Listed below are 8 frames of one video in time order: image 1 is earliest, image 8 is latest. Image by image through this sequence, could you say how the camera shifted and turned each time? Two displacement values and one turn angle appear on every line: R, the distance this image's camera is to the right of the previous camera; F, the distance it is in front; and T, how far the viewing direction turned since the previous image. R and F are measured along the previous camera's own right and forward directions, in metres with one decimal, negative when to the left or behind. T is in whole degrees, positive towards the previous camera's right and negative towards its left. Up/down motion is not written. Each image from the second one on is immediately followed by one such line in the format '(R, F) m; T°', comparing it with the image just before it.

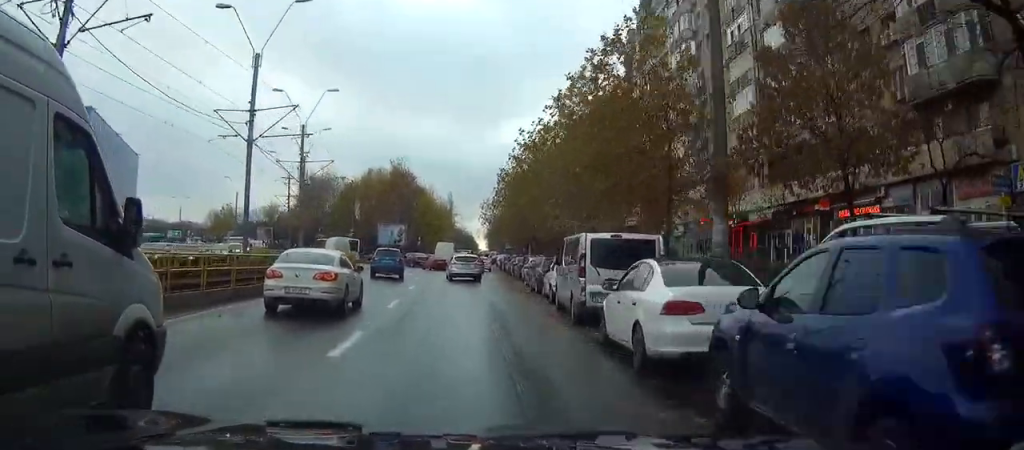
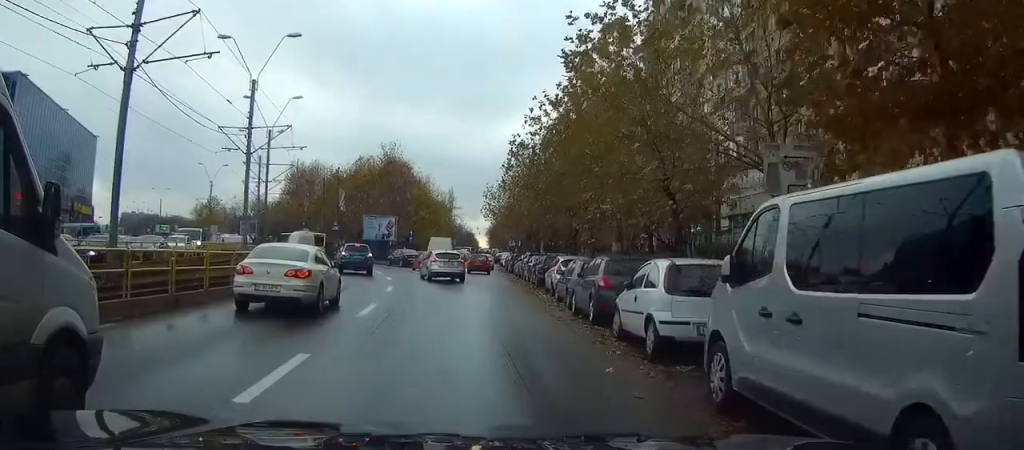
(0.0, +11.7) m; +2°
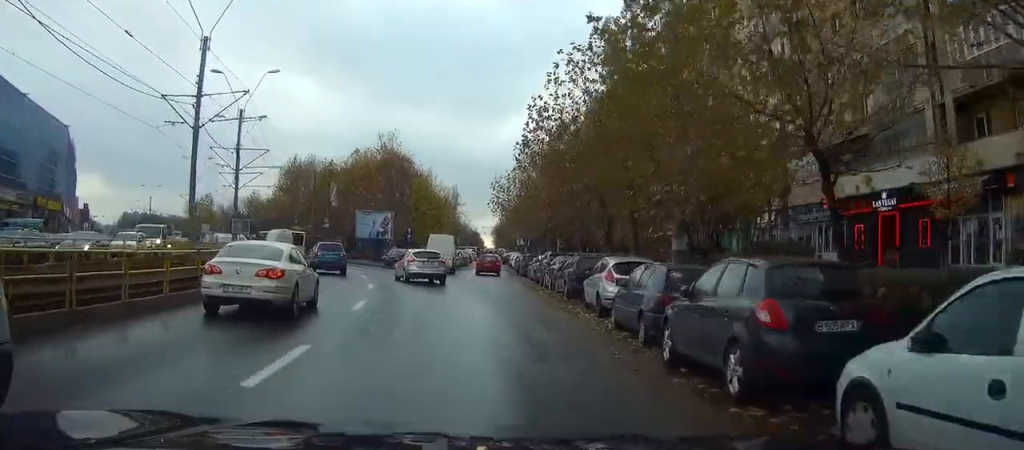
(+0.3, +8.0) m; 0°
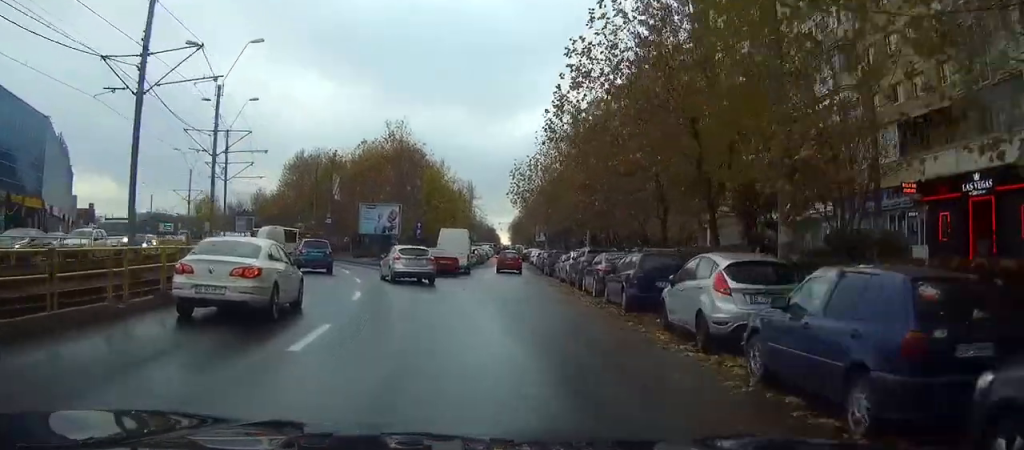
(-0.1, +6.7) m; -1°
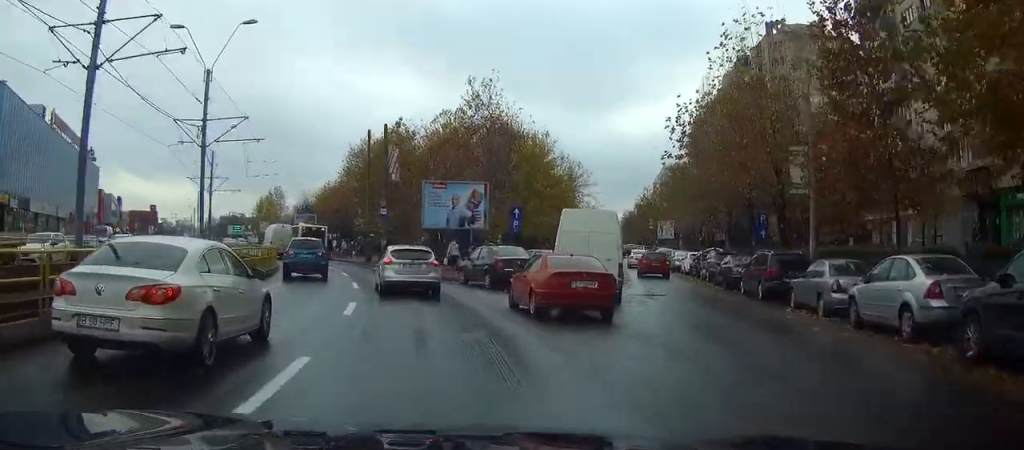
(-0.9, +21.6) m; -6°
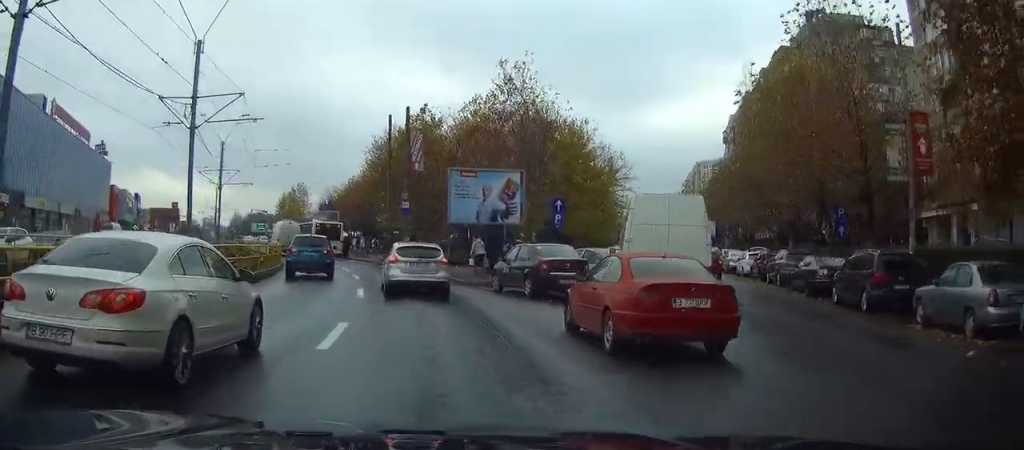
(-0.1, +5.3) m; -3°
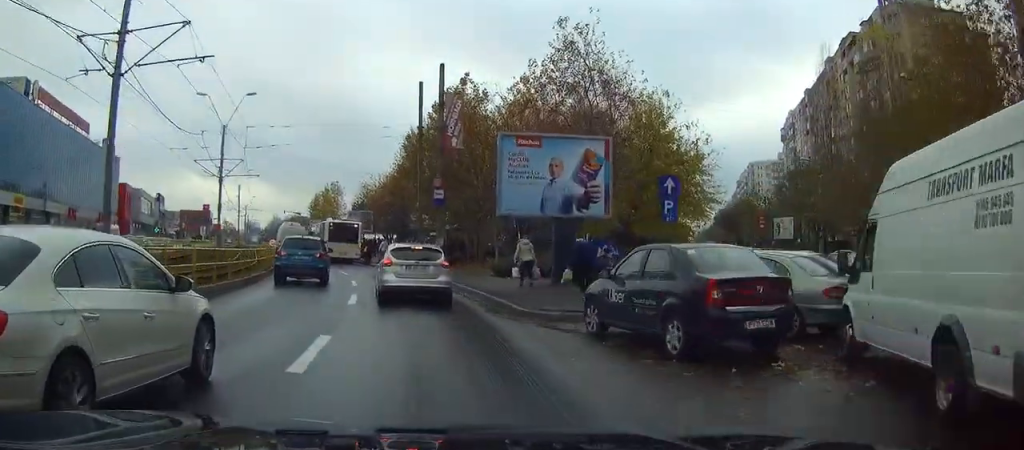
(-0.6, +11.3) m; -5°
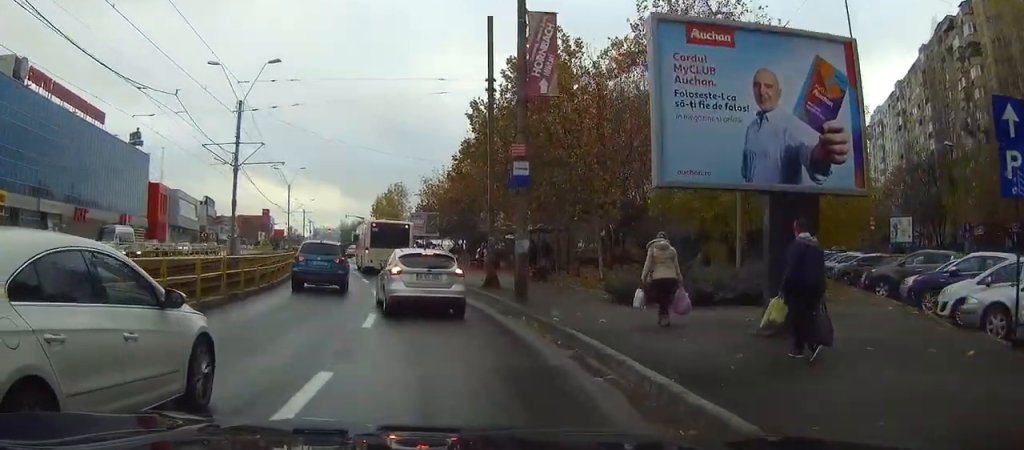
(-0.6, +12.0) m; -6°
